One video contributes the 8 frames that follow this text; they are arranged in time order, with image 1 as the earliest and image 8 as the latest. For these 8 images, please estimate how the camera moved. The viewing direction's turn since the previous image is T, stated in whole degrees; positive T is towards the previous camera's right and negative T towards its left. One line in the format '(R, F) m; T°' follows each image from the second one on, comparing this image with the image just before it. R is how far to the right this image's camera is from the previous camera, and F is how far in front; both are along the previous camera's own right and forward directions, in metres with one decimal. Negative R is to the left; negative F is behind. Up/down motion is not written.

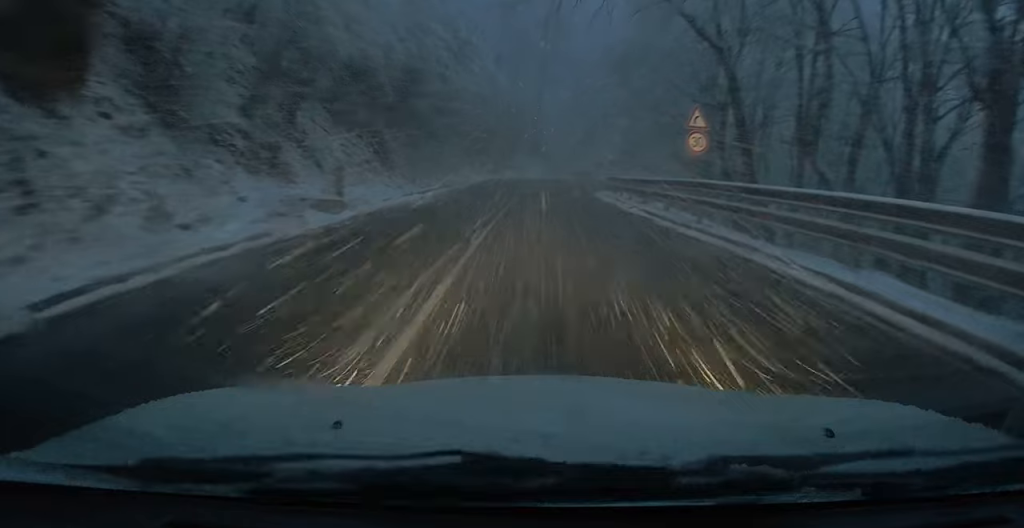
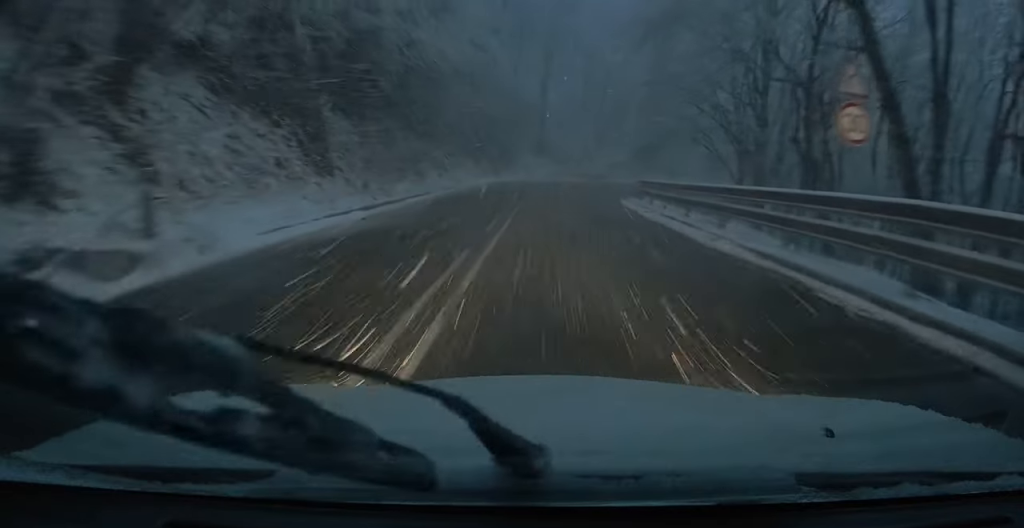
(-0.4, +8.9) m; 0°
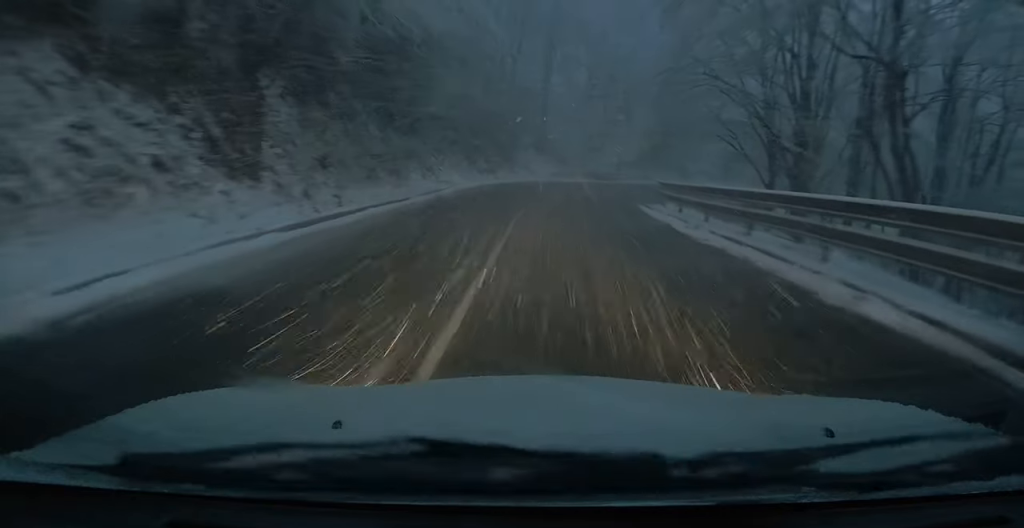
(+0.2, +5.3) m; +2°
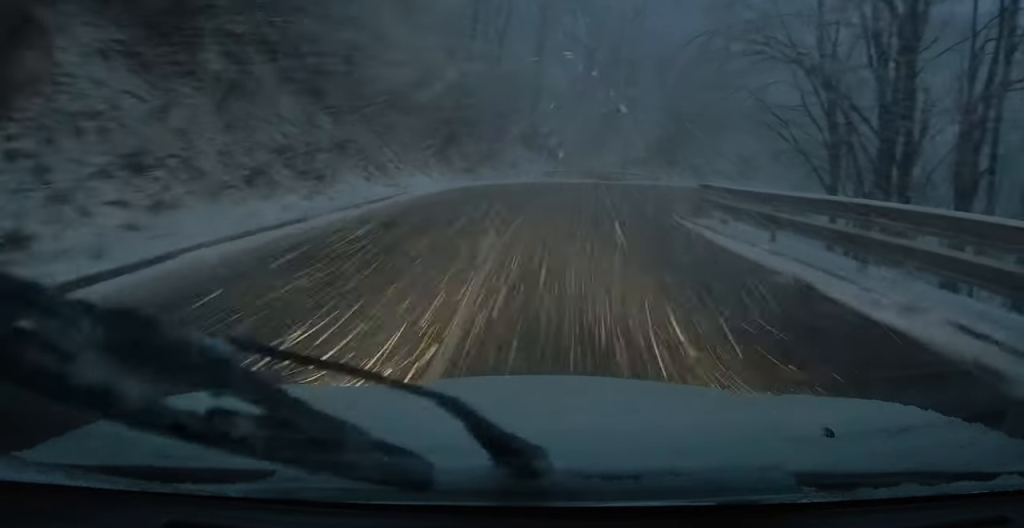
(+0.3, +8.9) m; +3°
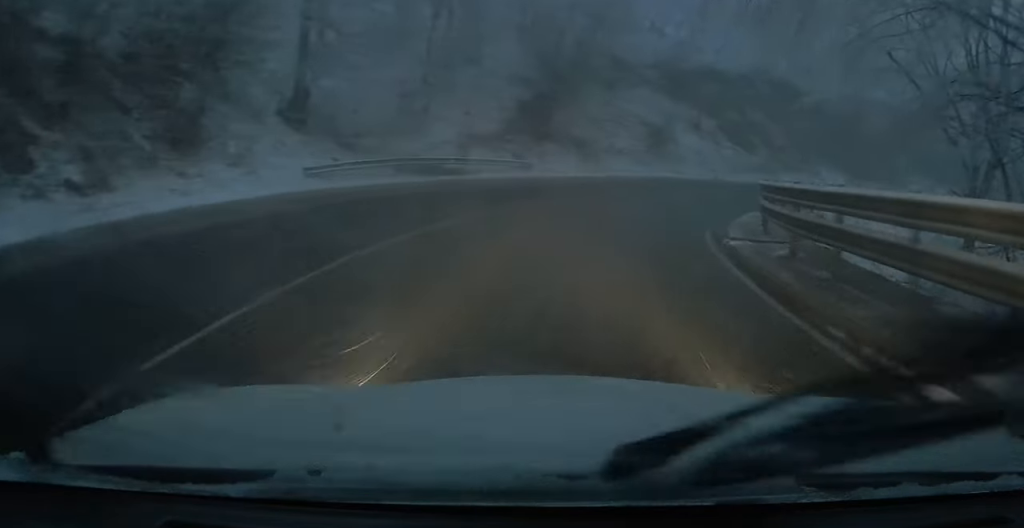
(+1.7, +23.6) m; +8°
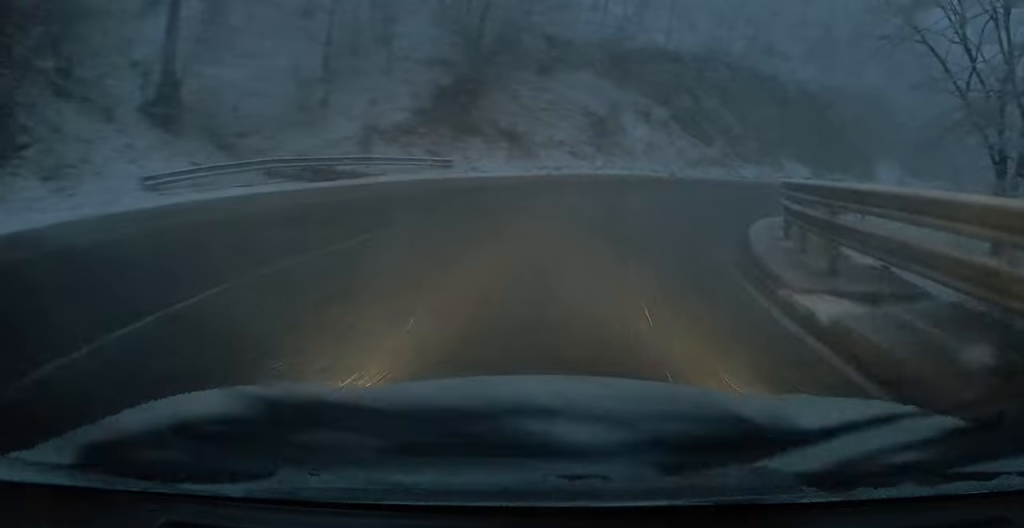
(0.0, +6.3) m; +3°
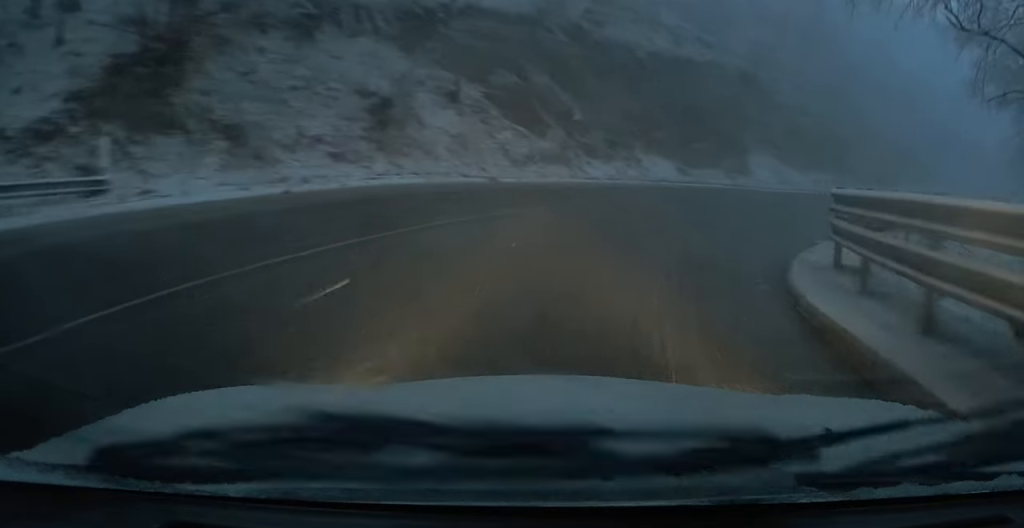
(+0.8, +12.5) m; +8°
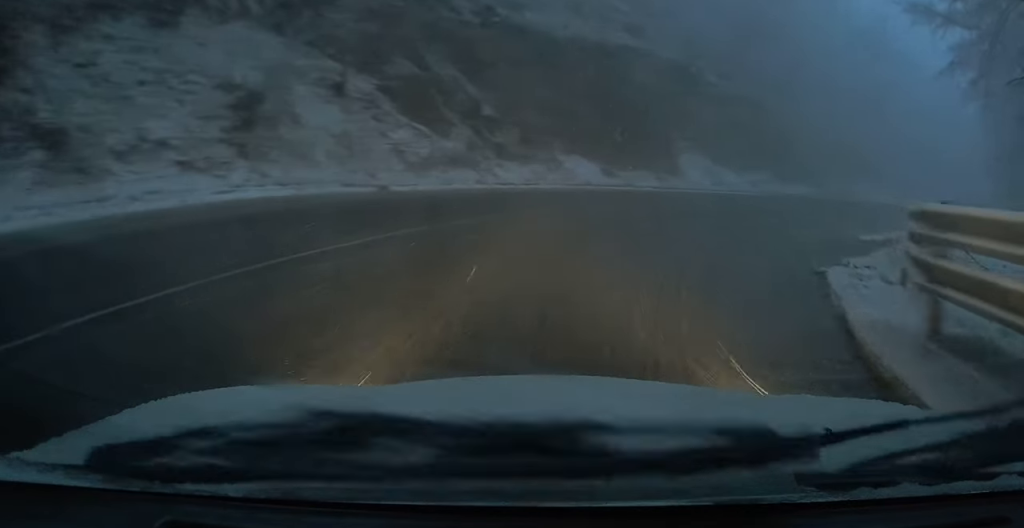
(+0.1, +4.2) m; +4°
